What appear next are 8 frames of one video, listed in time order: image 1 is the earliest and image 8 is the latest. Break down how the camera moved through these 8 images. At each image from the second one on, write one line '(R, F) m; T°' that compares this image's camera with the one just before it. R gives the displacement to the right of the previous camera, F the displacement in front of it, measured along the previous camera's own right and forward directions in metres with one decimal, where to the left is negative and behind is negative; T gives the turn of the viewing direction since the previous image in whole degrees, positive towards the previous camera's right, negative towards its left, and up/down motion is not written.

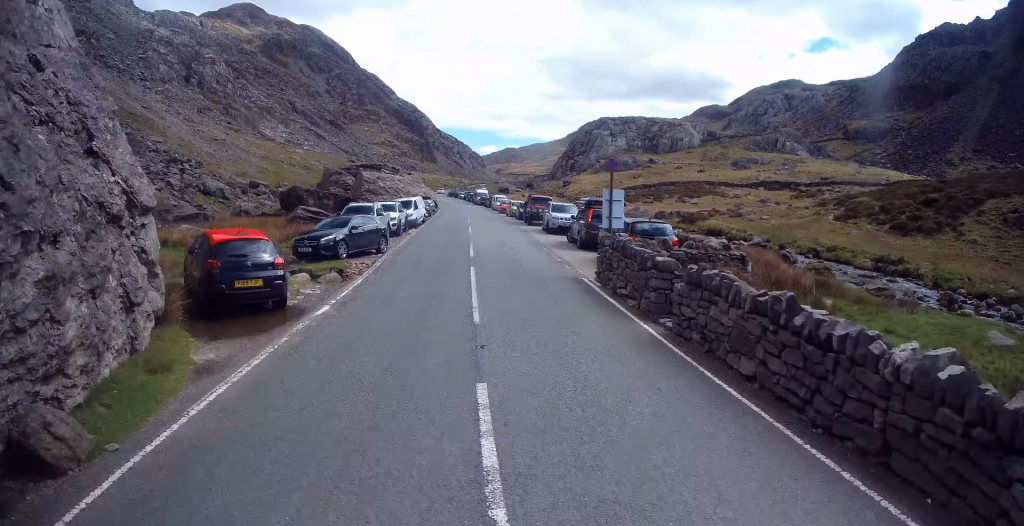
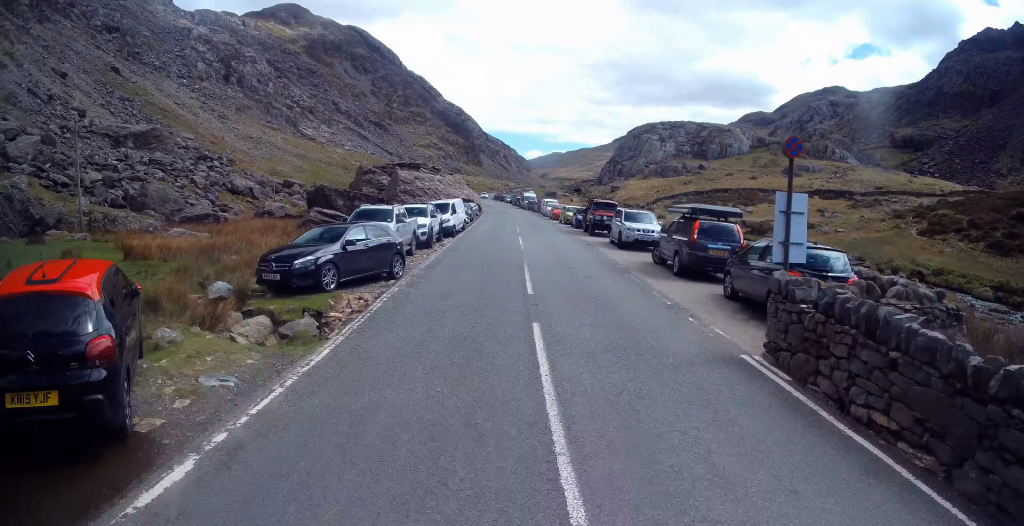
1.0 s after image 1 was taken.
(-0.5, +4.9) m; -6°
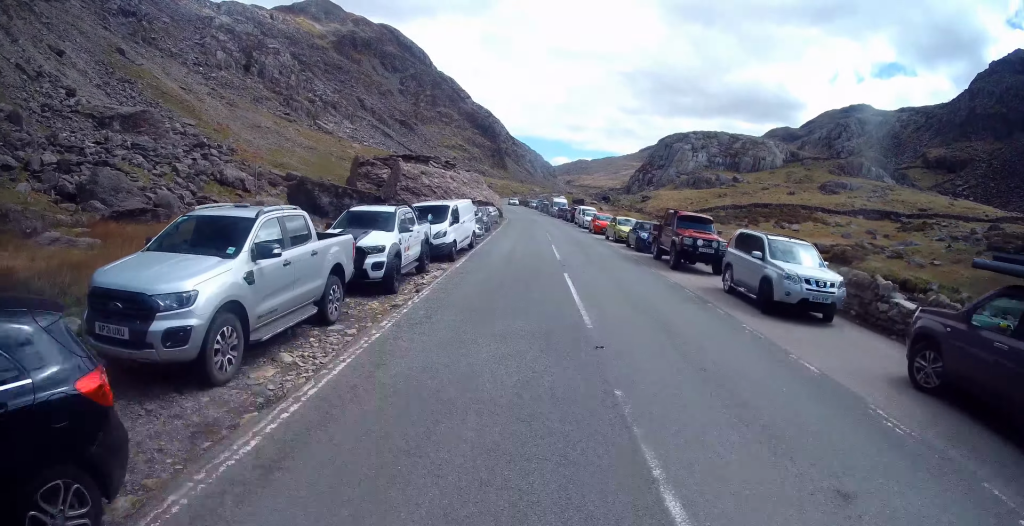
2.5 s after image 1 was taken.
(-0.3, +9.7) m; -3°
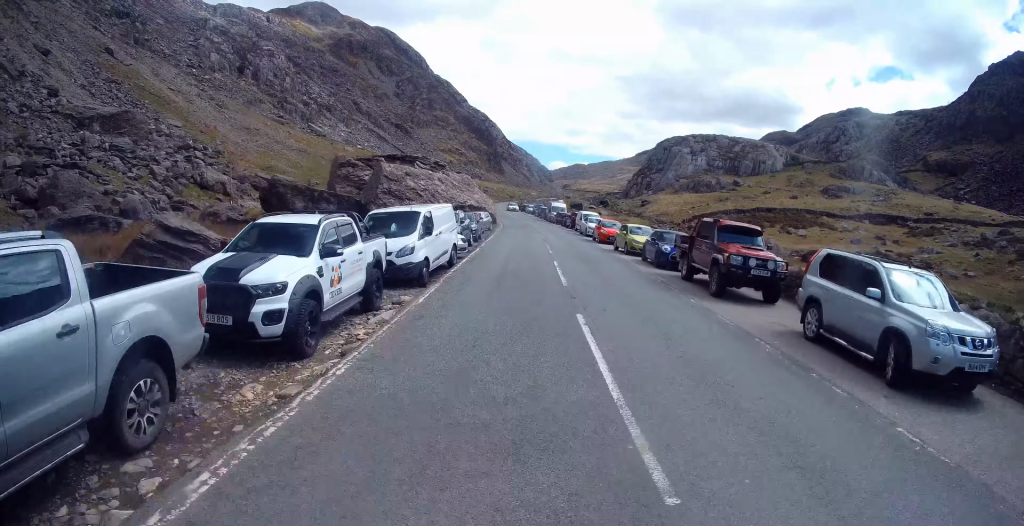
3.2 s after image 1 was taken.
(0.0, +4.6) m; 0°
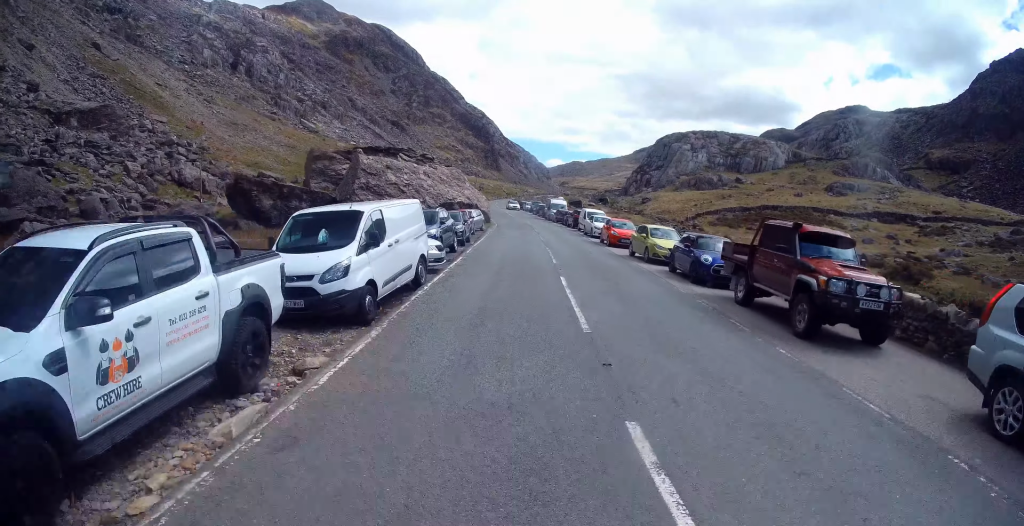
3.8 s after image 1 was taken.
(0.0, +4.8) m; +1°
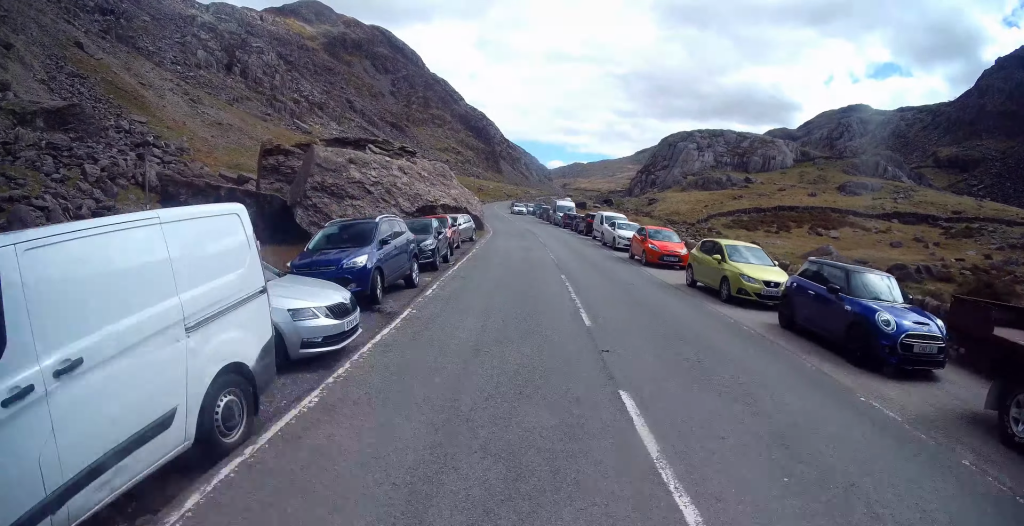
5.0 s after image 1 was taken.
(+0.2, +8.1) m; +2°
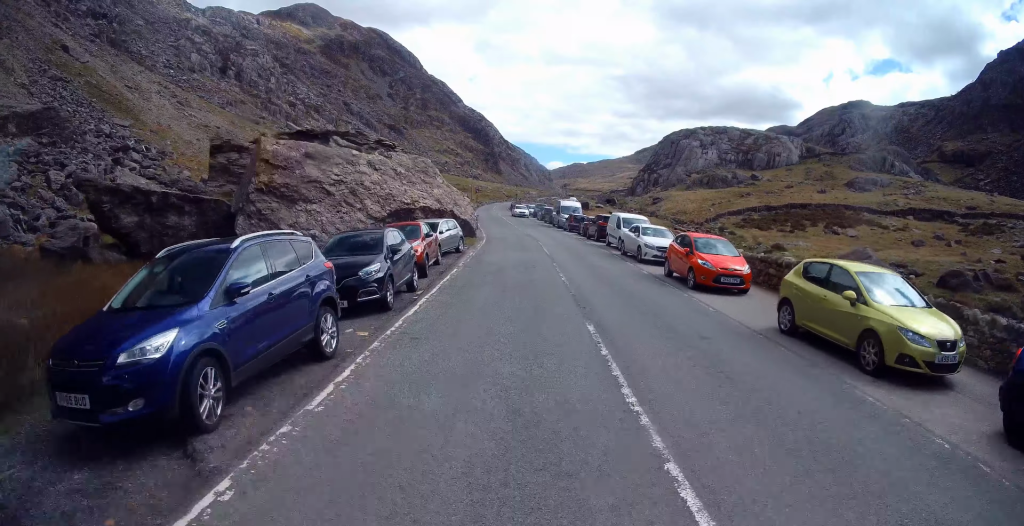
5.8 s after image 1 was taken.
(0.0, +5.6) m; +1°
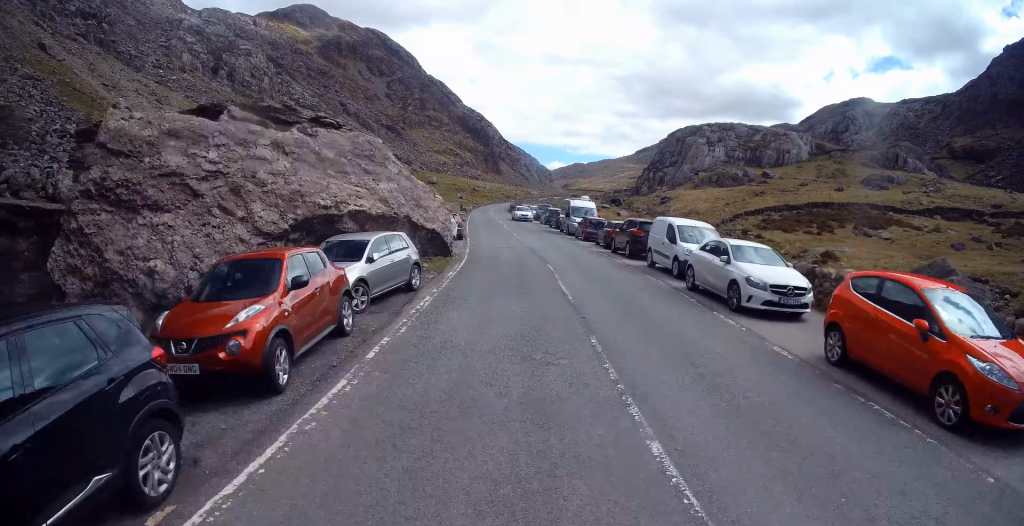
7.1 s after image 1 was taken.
(+0.3, +9.0) m; 0°
